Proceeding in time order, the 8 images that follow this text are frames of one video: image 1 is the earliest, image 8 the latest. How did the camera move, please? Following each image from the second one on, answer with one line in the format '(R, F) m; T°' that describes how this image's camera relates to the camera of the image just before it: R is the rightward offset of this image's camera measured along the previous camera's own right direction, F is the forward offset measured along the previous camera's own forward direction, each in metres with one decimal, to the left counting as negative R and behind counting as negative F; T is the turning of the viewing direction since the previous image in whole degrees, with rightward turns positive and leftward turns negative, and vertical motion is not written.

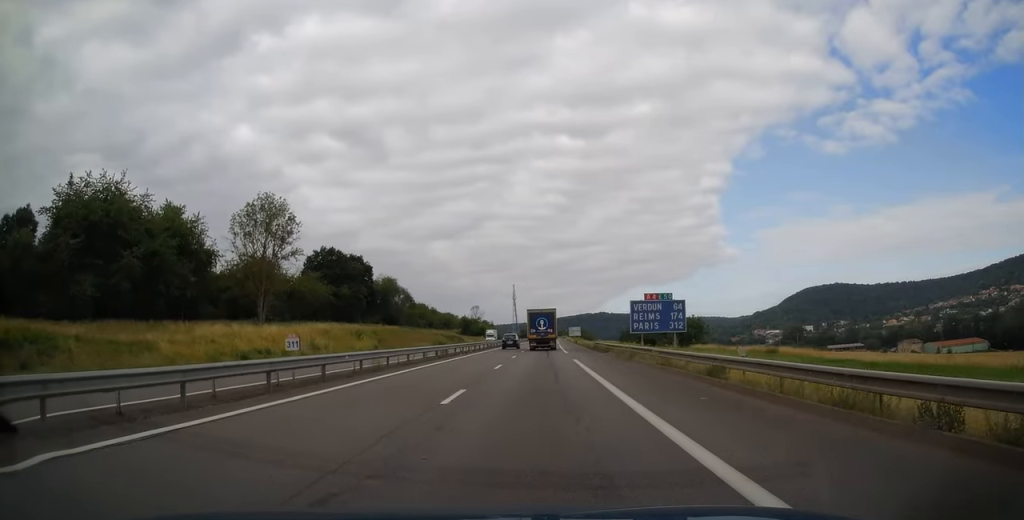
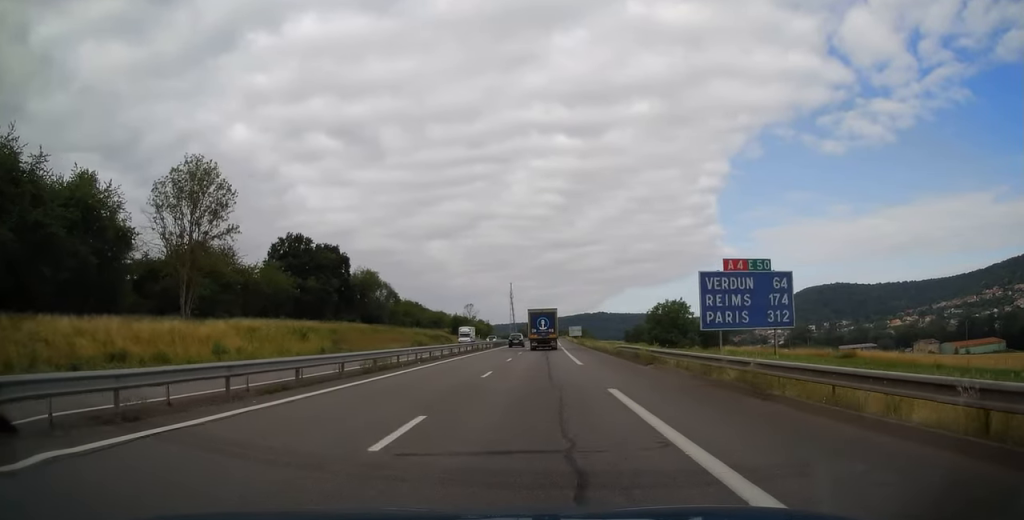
(0.0, +18.0) m; 0°
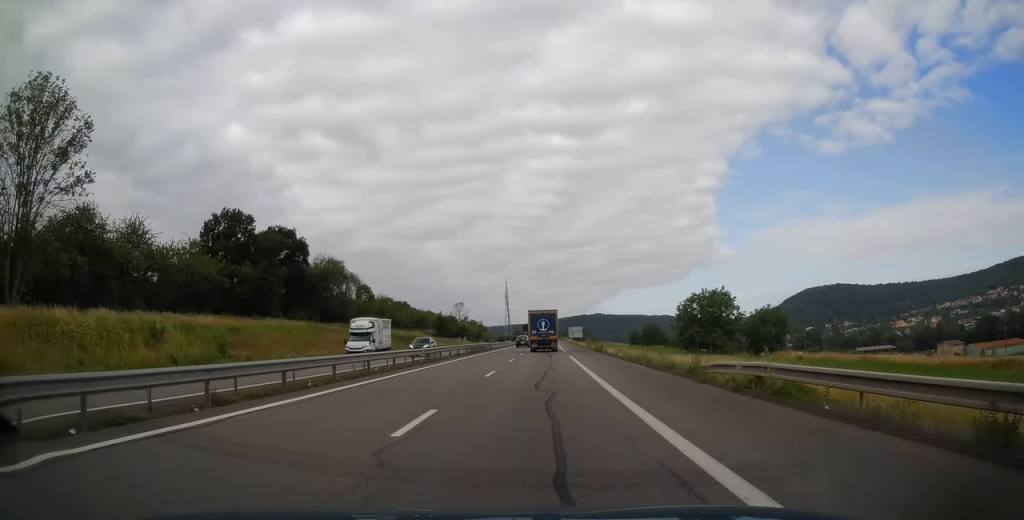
(0.0, +24.8) m; 0°
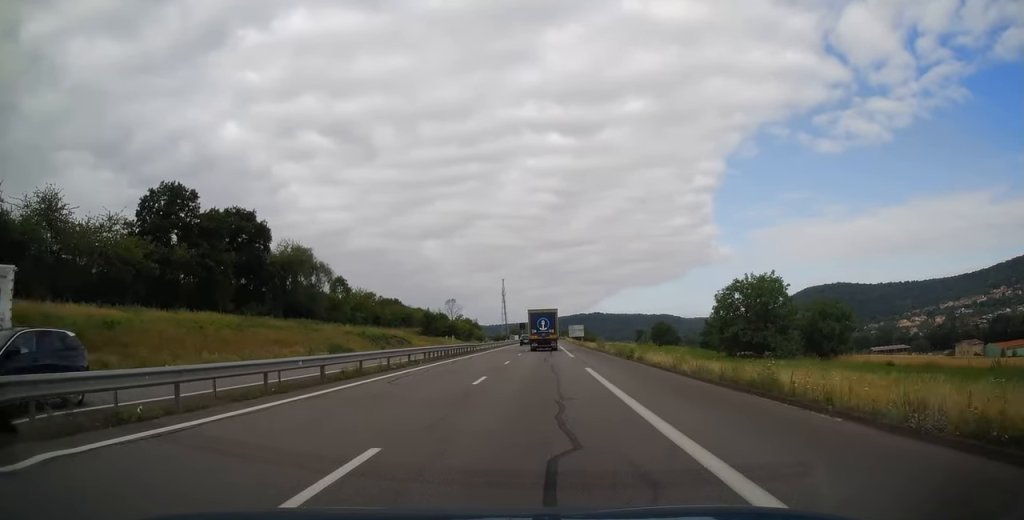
(0.0, +17.2) m; +1°
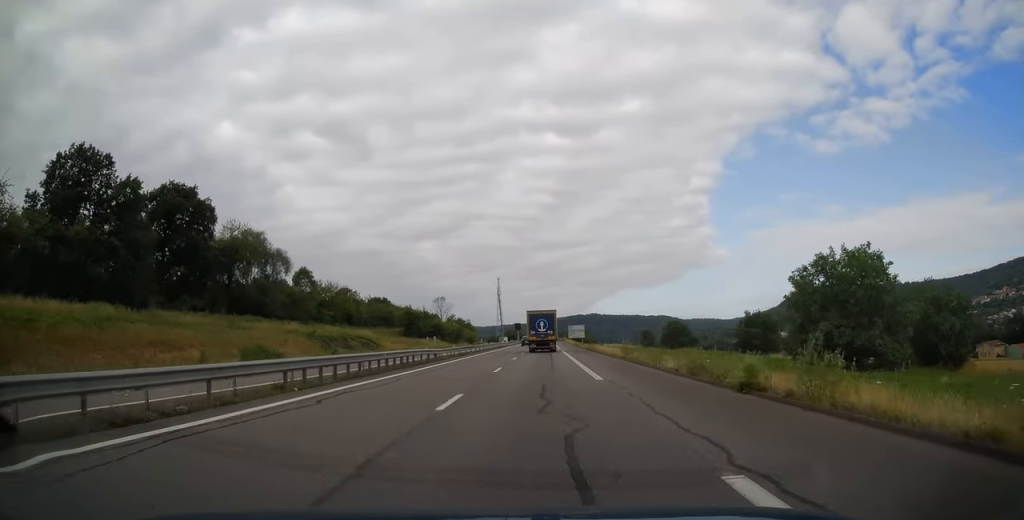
(+0.1, +18.8) m; 0°
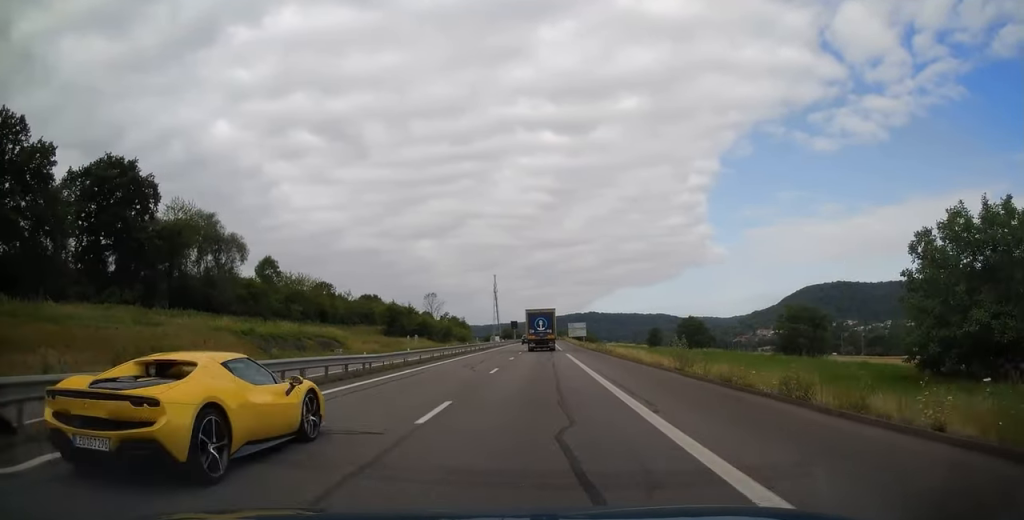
(+0.3, +14.8) m; 0°
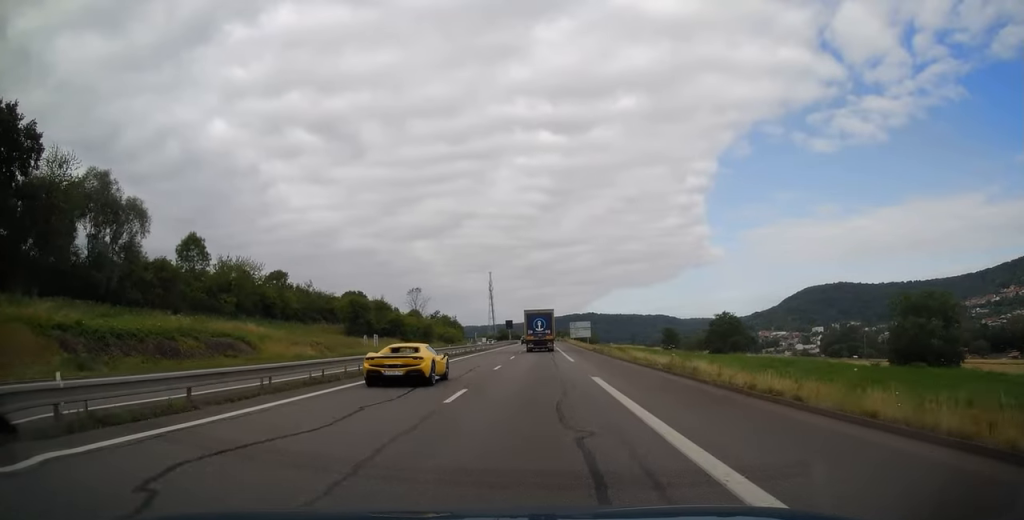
(-0.4, +23.2) m; 0°
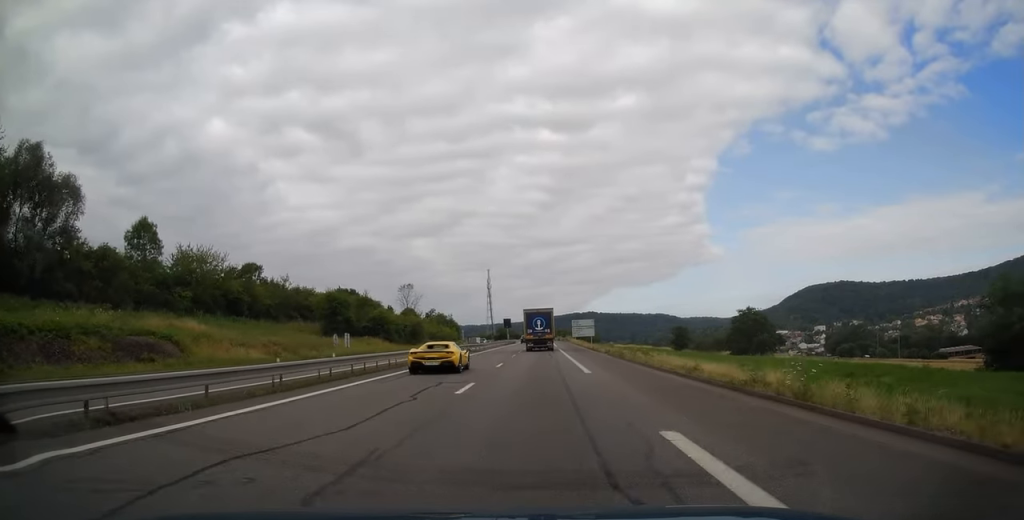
(+0.1, +11.2) m; 0°
